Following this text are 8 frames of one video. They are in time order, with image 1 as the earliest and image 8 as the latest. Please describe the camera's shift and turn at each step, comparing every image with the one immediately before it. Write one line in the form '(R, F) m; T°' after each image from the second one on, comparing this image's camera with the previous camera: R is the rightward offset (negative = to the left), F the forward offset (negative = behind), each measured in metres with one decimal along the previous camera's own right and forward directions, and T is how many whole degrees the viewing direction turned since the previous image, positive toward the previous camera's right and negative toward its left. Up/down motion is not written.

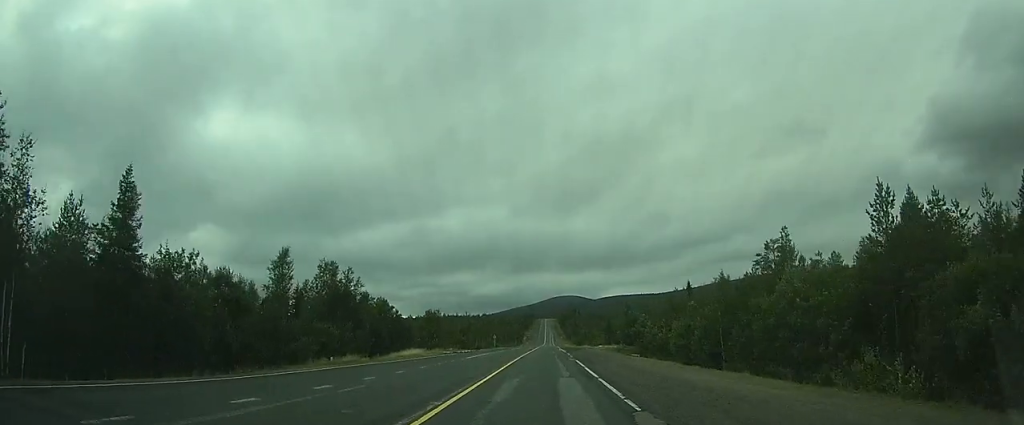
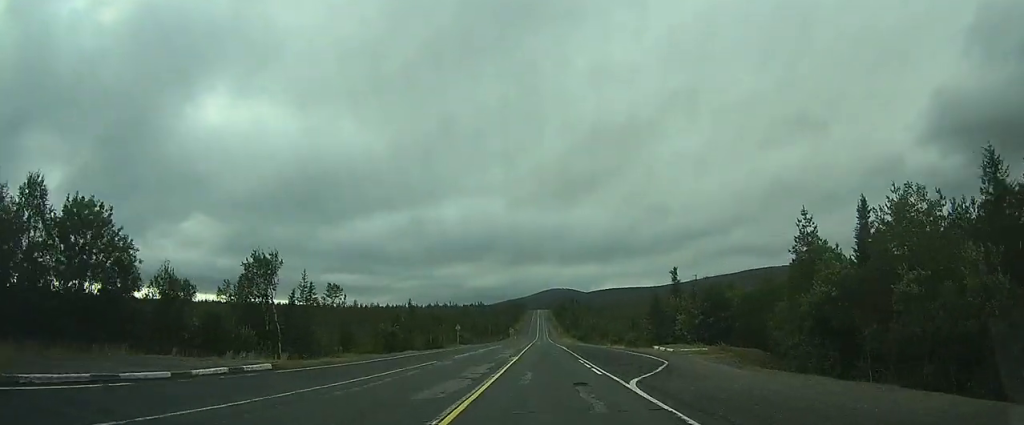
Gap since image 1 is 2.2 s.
(-0.3, +51.3) m; 0°
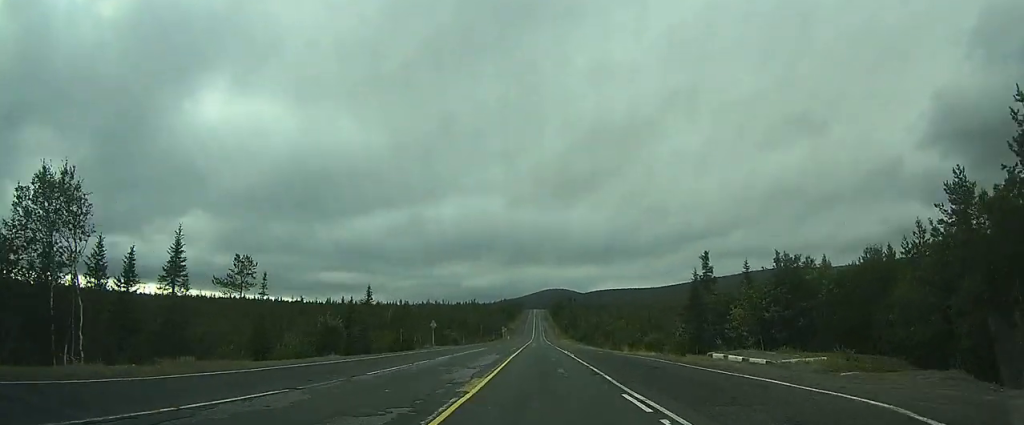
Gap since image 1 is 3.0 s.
(+0.1, +16.8) m; 0°
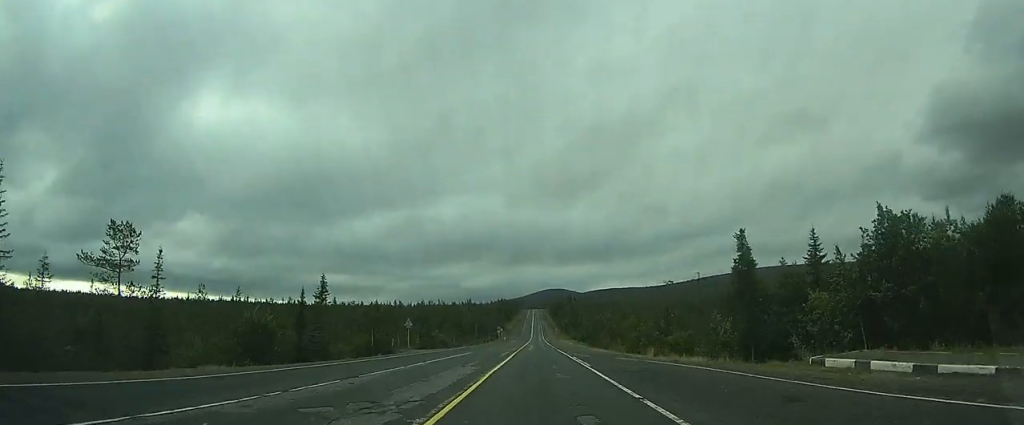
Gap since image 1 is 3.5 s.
(0.0, +12.3) m; 0°
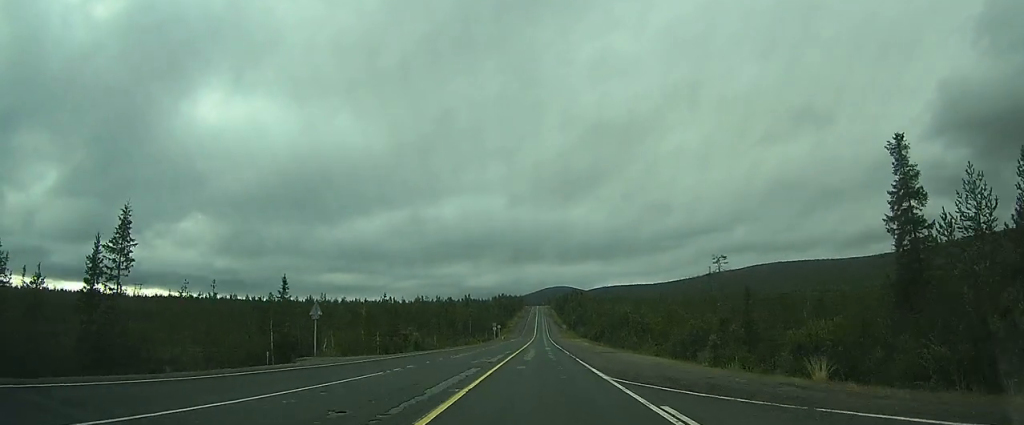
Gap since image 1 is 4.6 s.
(0.0, +24.6) m; 0°
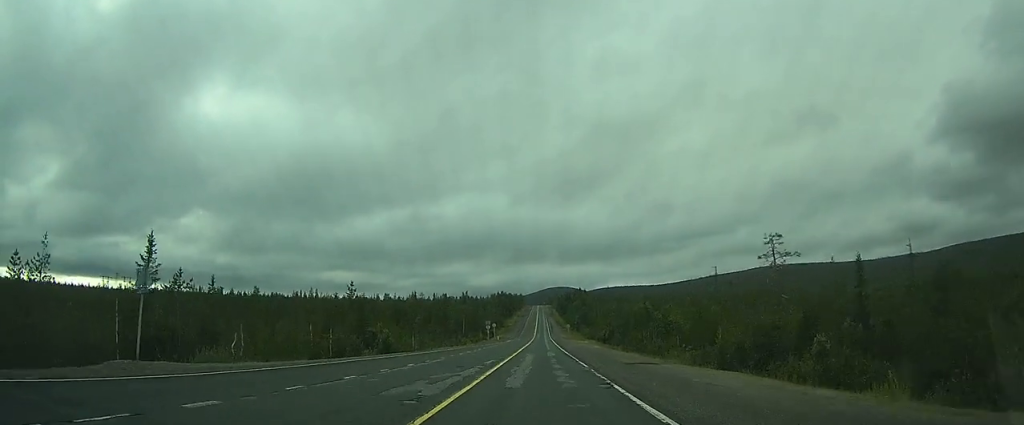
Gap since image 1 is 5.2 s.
(0.0, +15.5) m; 0°
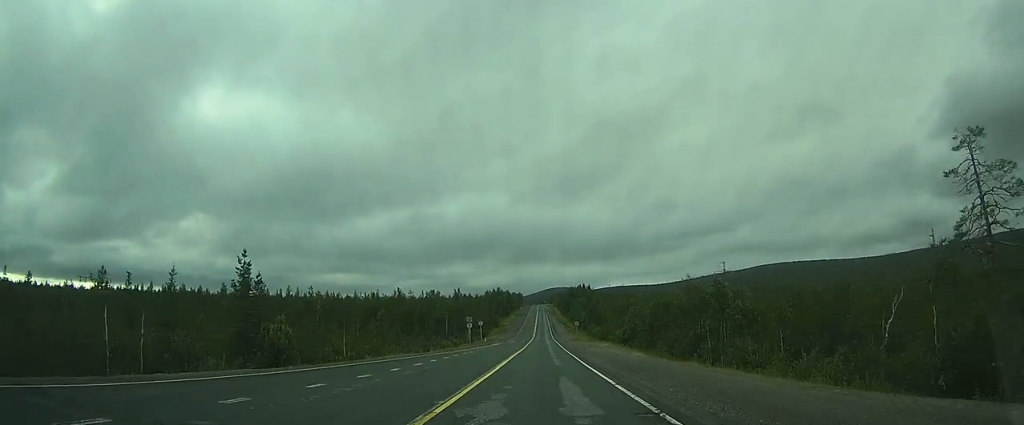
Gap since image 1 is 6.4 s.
(-0.1, +26.5) m; 0°
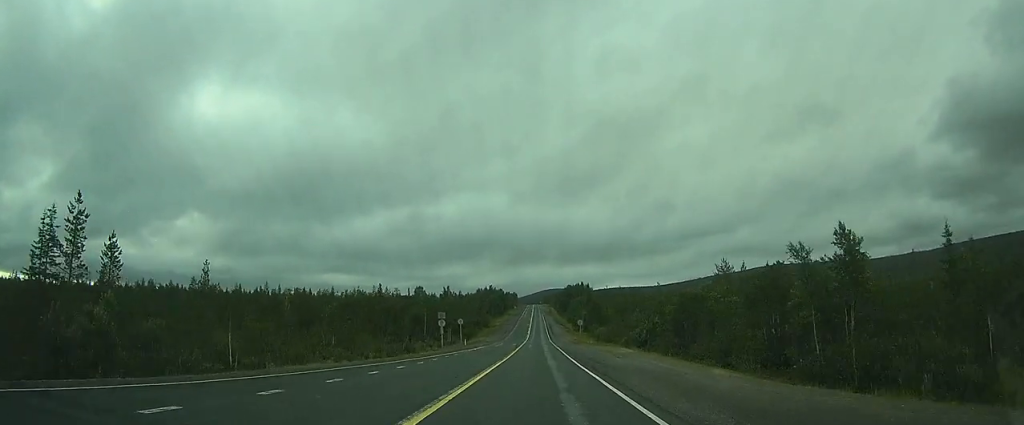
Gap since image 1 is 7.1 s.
(0.0, +18.1) m; 0°
